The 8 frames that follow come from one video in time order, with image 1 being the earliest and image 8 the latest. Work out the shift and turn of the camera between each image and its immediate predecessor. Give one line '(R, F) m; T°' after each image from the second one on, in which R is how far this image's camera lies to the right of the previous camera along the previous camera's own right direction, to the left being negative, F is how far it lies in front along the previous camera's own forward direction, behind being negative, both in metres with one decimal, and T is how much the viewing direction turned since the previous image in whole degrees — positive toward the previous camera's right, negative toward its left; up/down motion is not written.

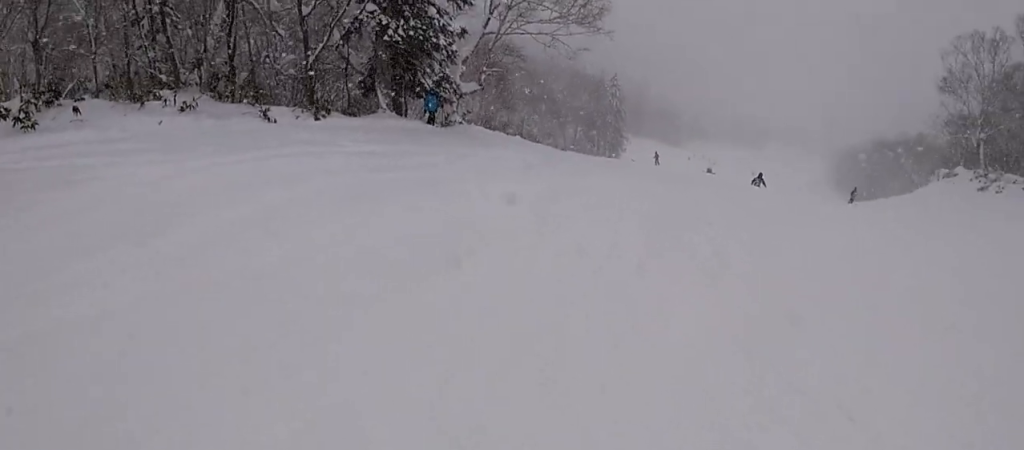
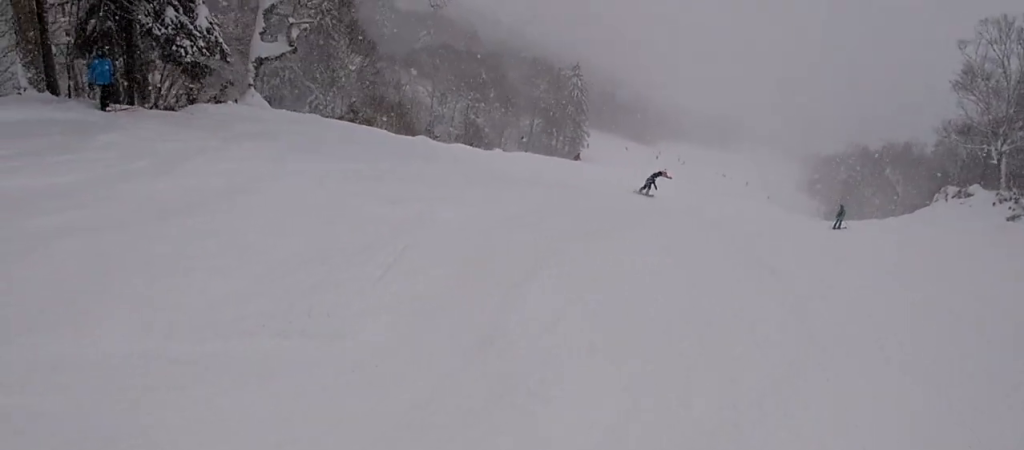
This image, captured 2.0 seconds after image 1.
(+2.9, +11.0) m; +15°
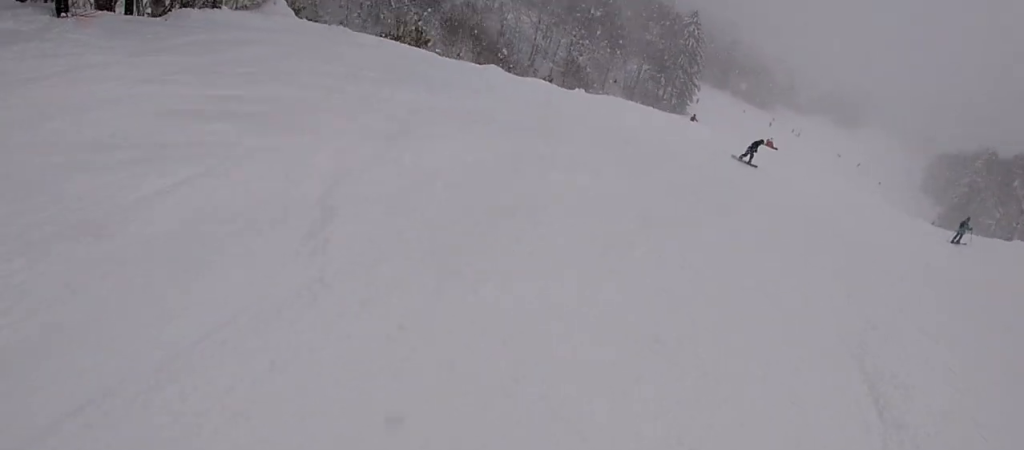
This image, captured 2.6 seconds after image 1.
(-0.9, +3.6) m; -7°
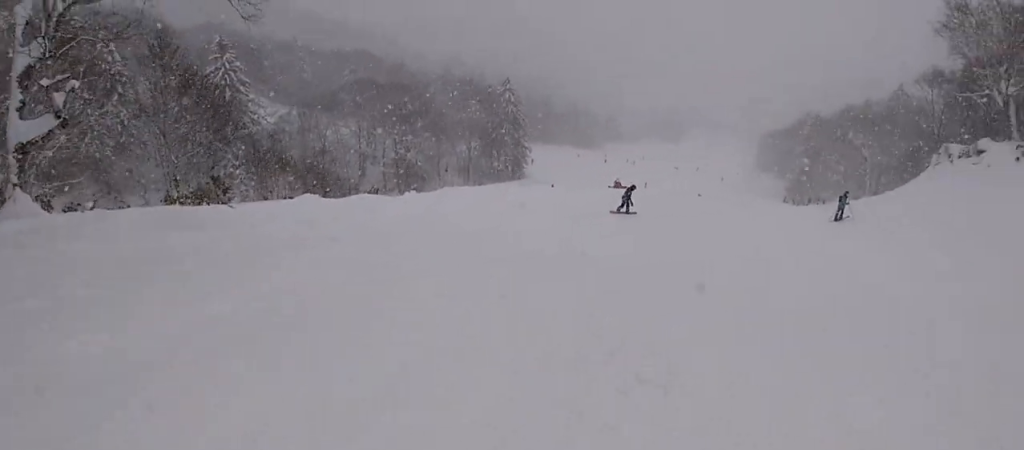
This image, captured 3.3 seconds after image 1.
(-0.4, +4.1) m; +3°
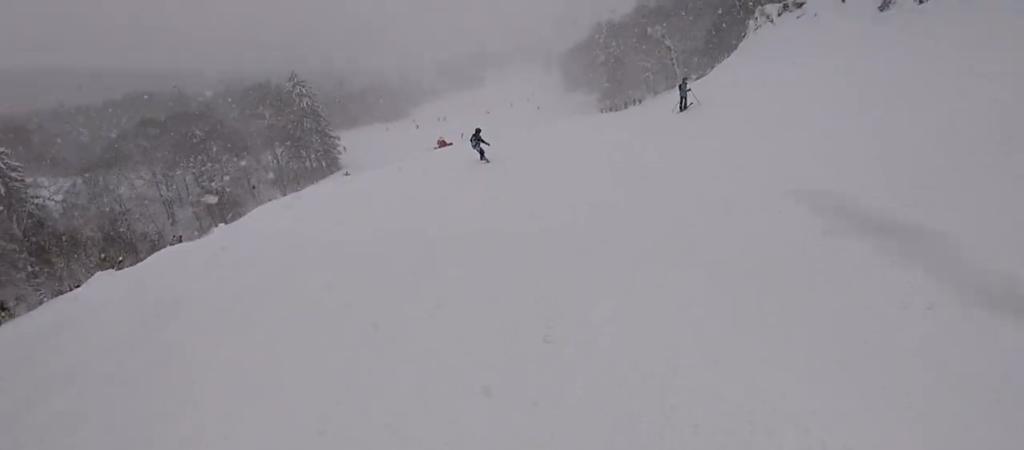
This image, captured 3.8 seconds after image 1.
(-0.3, +3.3) m; +15°
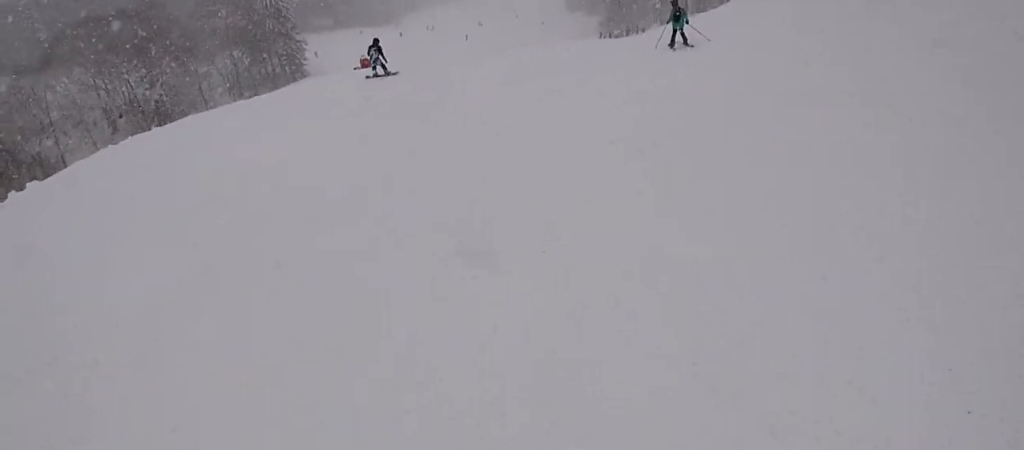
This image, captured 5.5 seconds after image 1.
(+3.3, +8.9) m; +8°
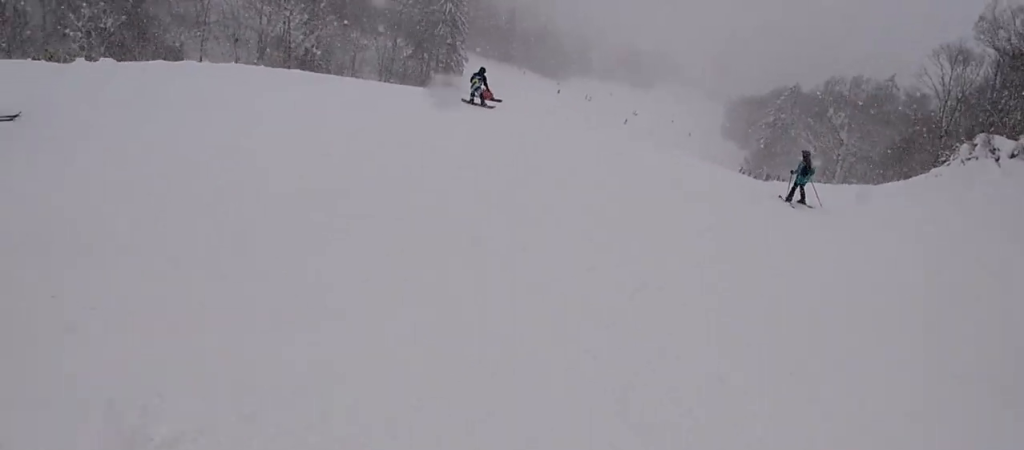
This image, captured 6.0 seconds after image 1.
(+0.3, +2.8) m; -15°
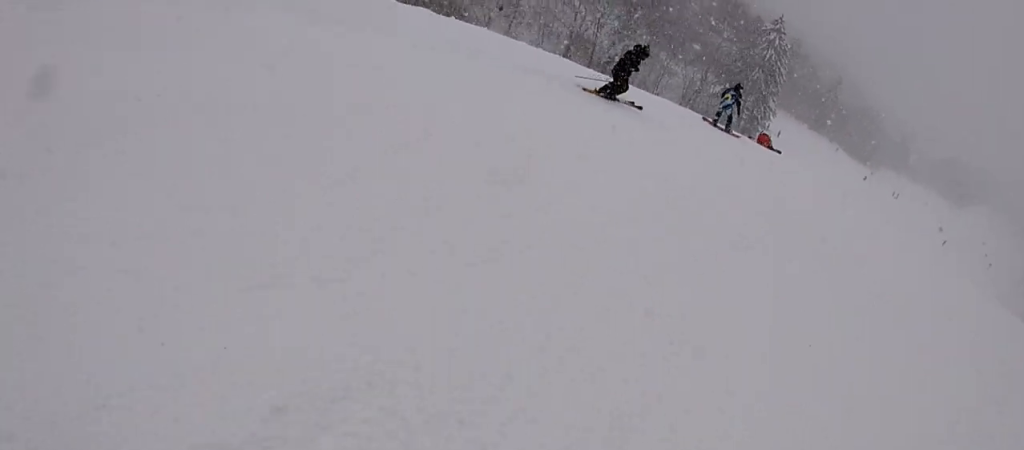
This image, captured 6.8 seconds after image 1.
(-1.6, +4.5) m; -17°
